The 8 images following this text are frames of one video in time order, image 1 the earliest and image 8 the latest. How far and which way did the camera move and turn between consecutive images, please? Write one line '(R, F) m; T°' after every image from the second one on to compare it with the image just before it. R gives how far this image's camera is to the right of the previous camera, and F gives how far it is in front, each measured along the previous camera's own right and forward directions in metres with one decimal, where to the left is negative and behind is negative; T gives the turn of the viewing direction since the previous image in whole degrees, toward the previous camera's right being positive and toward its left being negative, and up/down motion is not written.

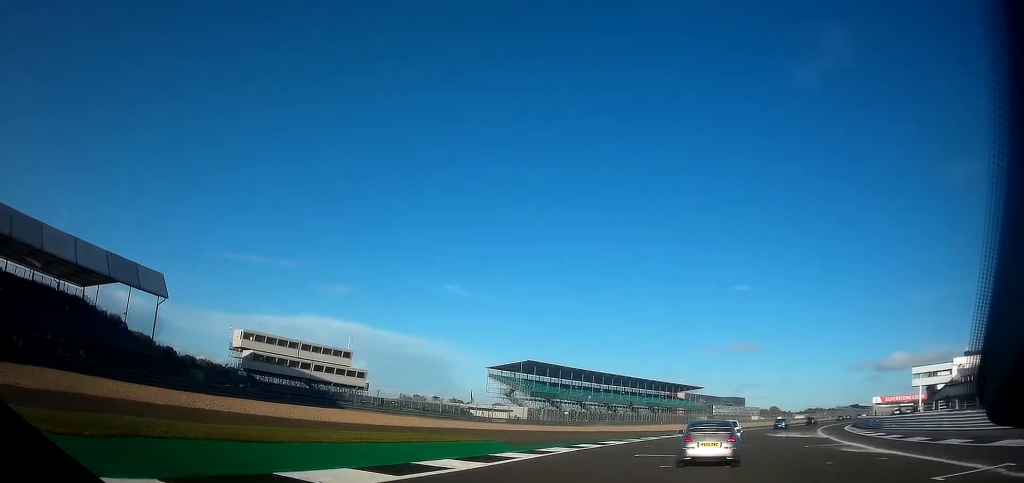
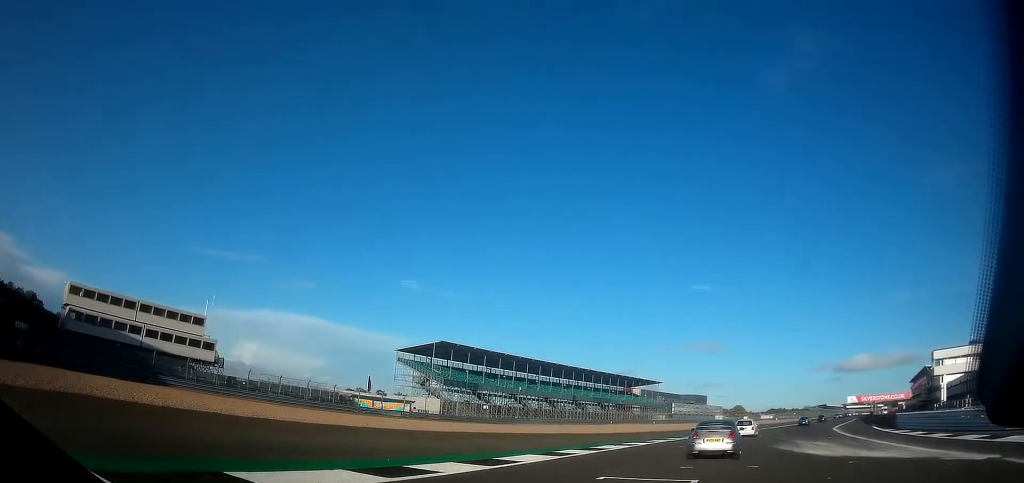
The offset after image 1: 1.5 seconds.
(+1.1, +24.4) m; +5°
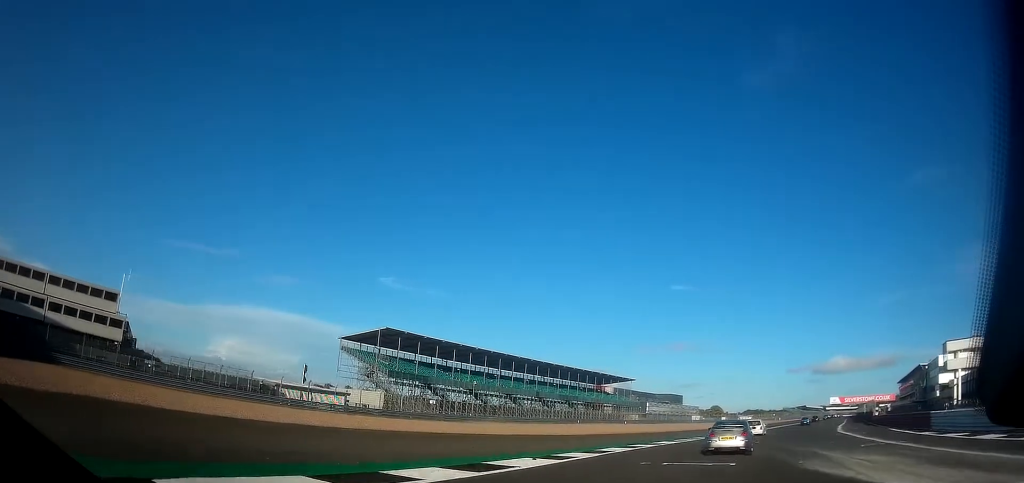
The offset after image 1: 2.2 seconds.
(+0.2, +11.6) m; +2°
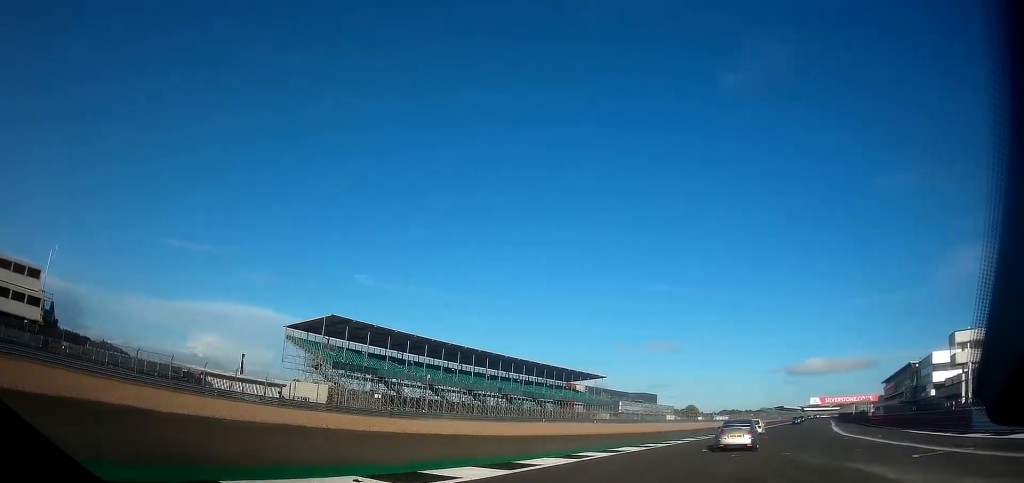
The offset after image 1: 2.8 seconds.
(+0.1, +8.6) m; +3°
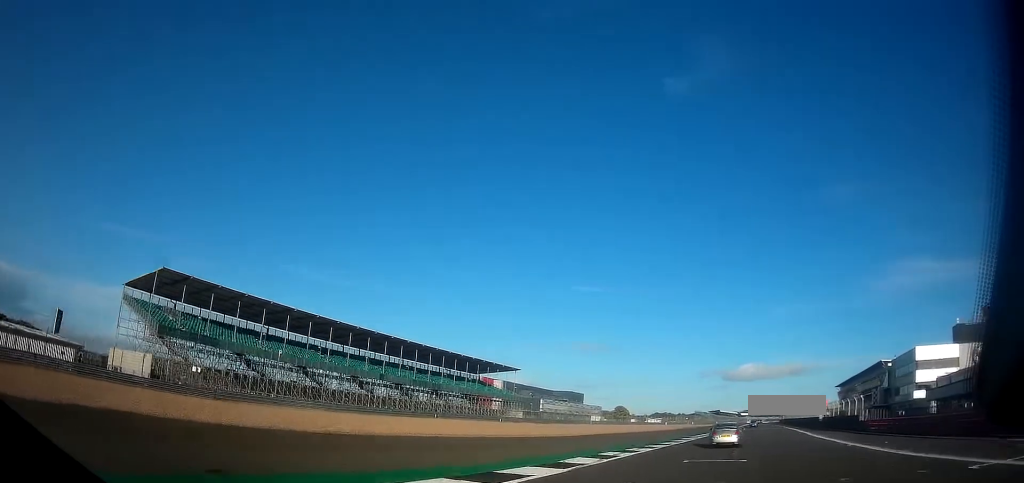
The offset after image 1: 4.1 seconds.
(+1.4, +22.4) m; +7°
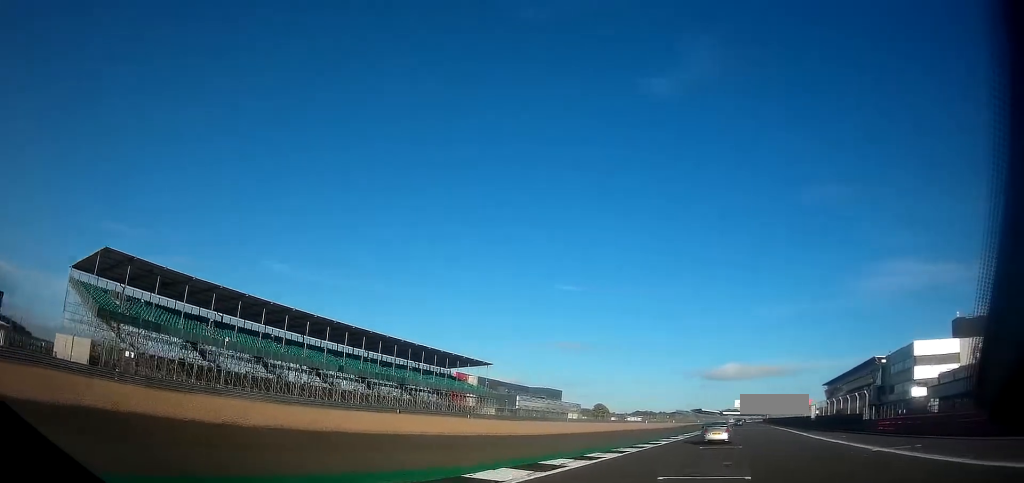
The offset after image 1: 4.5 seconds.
(+0.1, +7.1) m; +1°
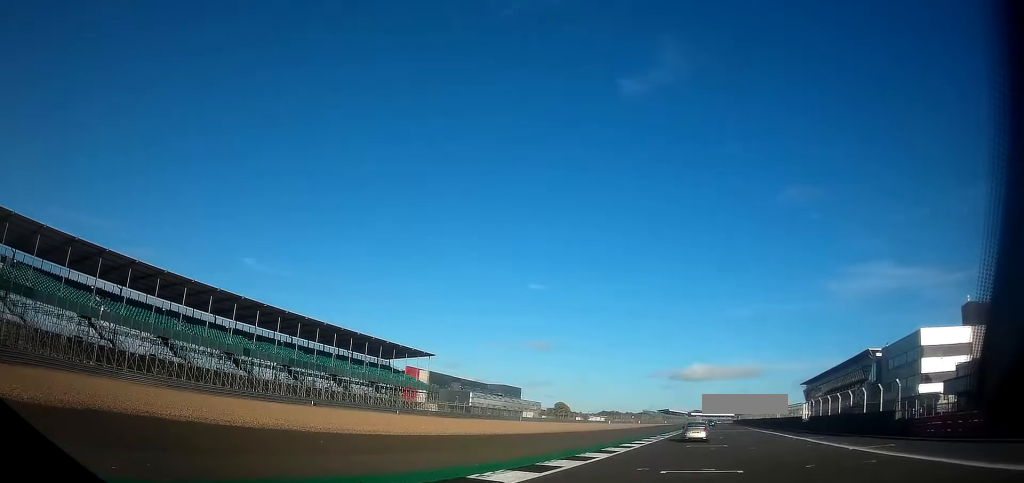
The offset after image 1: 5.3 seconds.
(+0.1, +15.3) m; +2°
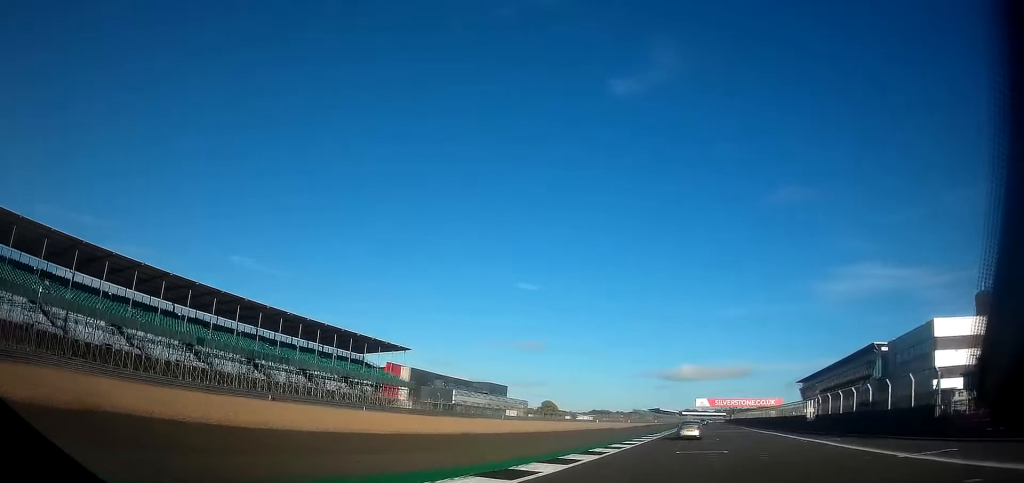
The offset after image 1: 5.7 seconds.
(+0.2, +7.6) m; +1°
